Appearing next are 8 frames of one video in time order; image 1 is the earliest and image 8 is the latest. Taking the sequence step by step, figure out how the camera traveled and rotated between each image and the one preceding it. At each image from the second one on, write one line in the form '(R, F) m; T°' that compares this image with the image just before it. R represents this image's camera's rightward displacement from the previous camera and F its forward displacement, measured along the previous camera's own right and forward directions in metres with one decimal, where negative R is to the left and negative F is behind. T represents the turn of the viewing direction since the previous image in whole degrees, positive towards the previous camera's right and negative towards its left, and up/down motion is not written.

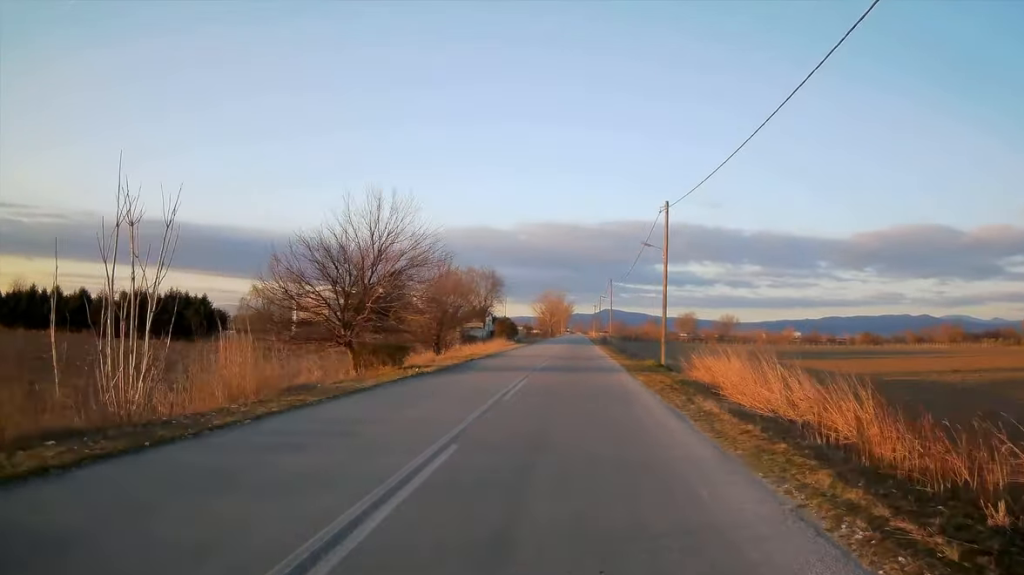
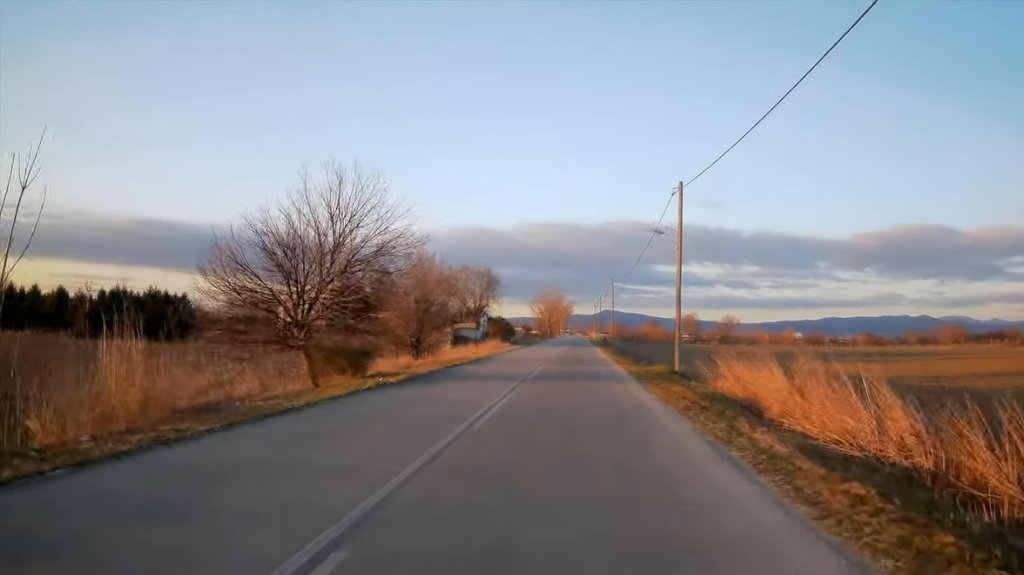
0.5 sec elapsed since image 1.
(0.0, +3.9) m; 0°
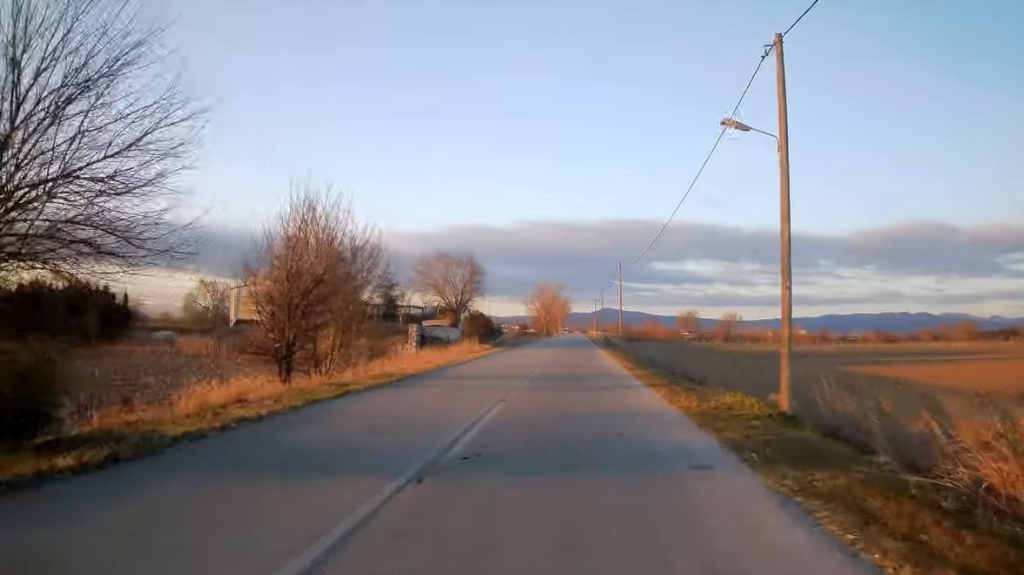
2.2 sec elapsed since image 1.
(-0.3, +13.3) m; -1°
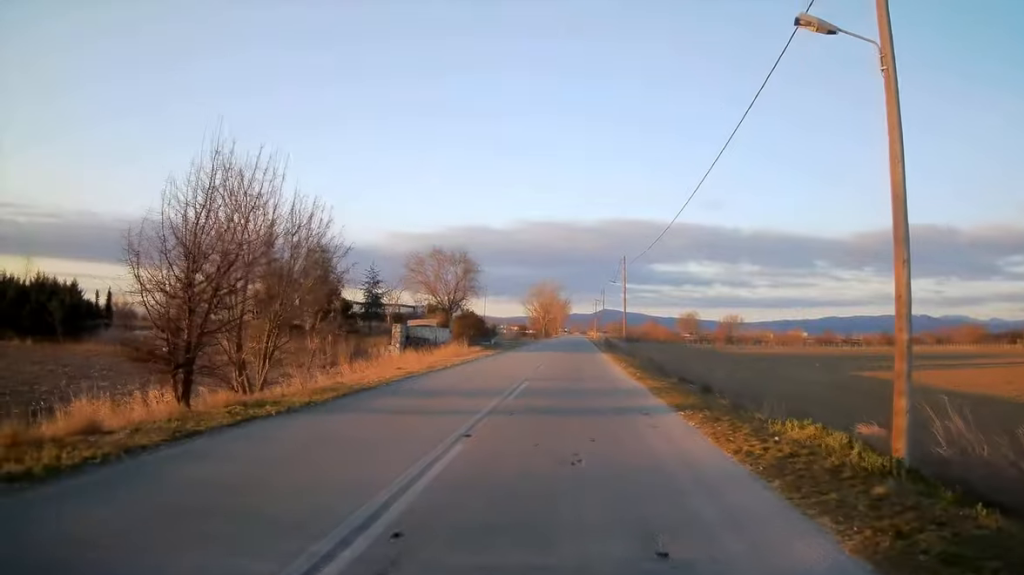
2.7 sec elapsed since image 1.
(0.0, +4.9) m; +1°
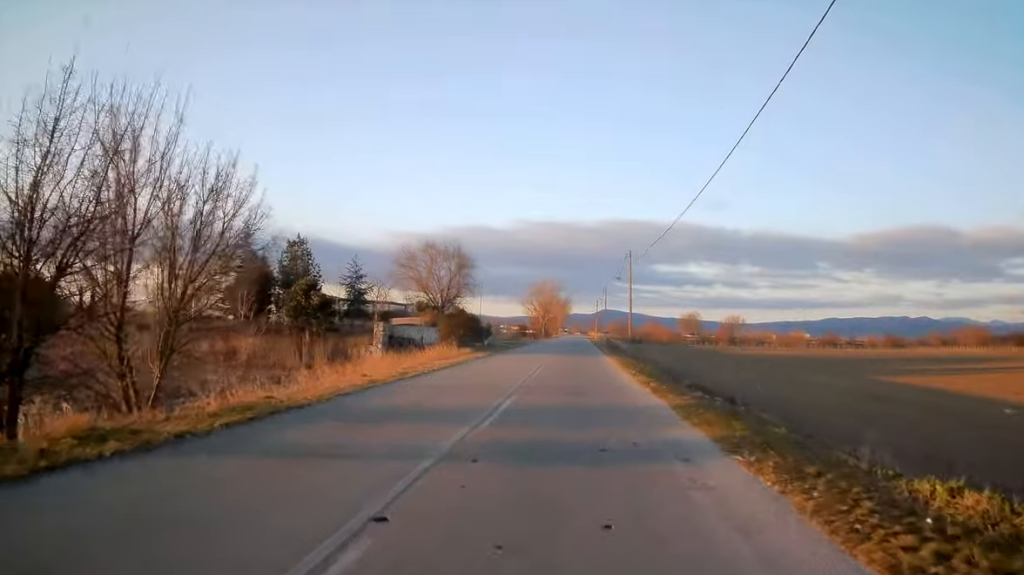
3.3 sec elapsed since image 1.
(0.0, +4.7) m; +1°
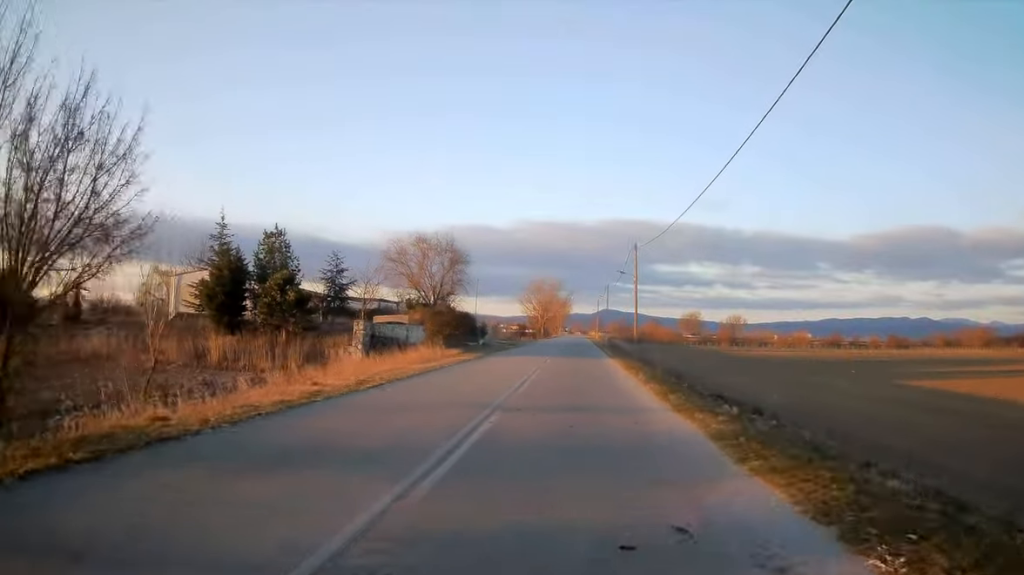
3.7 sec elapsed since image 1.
(+0.1, +4.2) m; -1°
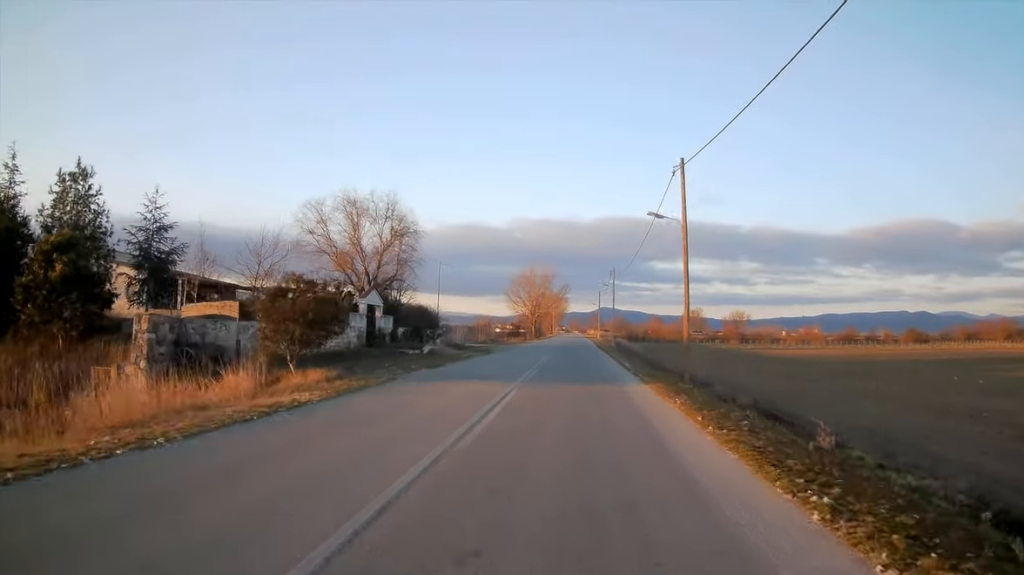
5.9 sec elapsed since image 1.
(-0.4, +19.3) m; -2°
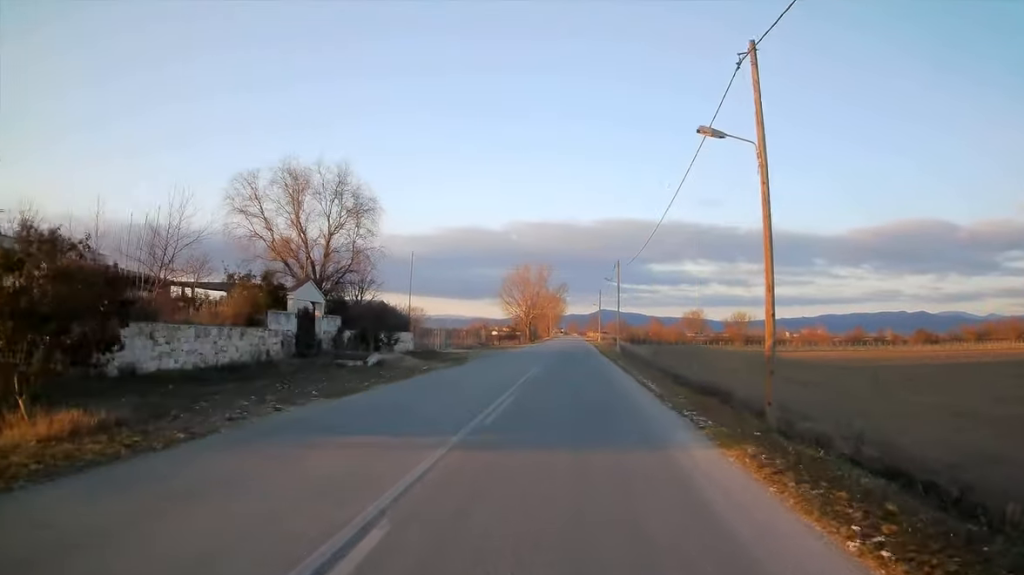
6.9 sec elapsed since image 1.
(0.0, +9.2) m; 0°
